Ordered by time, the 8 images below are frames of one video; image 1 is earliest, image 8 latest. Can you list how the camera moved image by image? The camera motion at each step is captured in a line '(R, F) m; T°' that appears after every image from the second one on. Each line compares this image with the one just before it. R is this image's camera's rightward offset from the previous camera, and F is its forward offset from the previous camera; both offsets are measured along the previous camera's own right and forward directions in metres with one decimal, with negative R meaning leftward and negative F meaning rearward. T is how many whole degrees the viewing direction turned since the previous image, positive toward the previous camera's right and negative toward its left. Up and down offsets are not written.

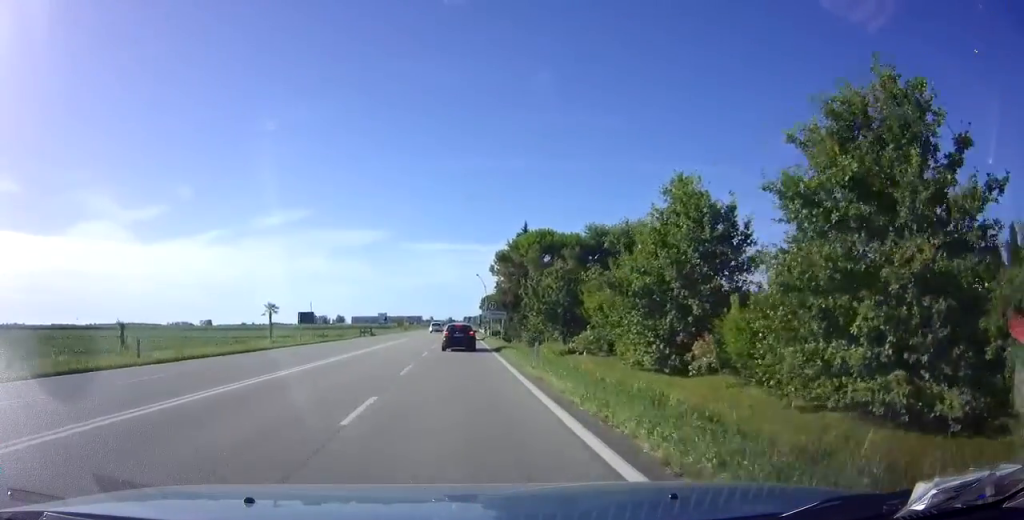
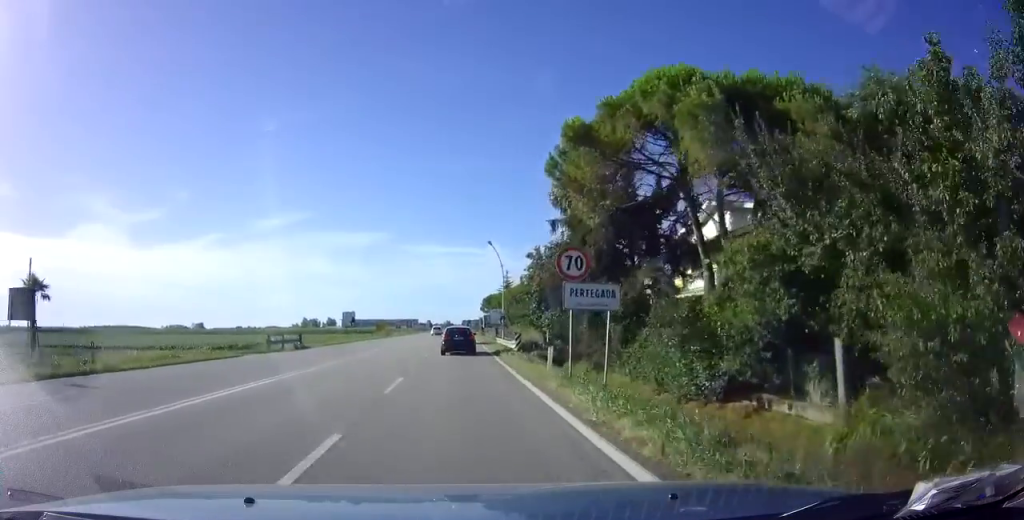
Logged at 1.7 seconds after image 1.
(+0.1, +32.6) m; 0°
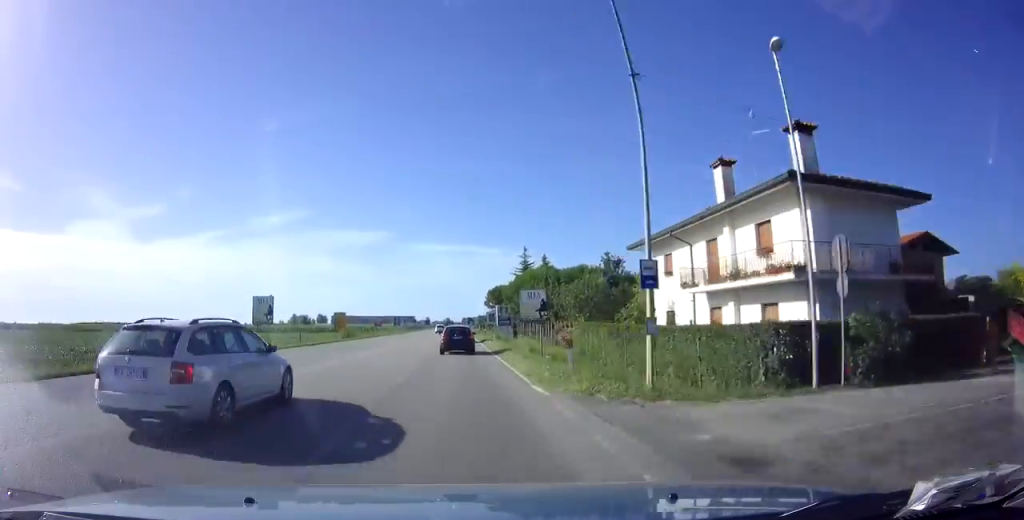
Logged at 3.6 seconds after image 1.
(-0.5, +35.7) m; 0°
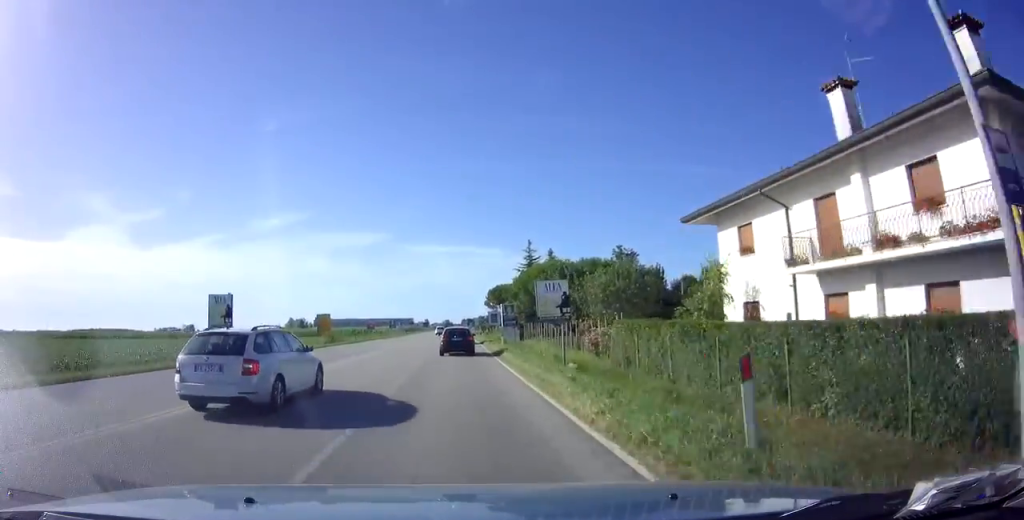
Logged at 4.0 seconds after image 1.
(+0.1, +8.1) m; 0°
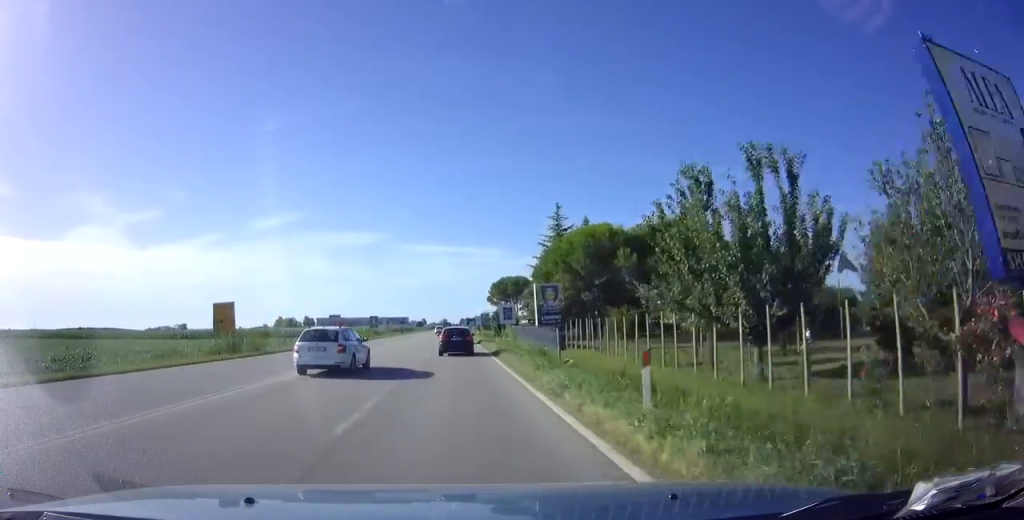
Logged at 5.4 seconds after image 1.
(+0.1, +26.1) m; 0°
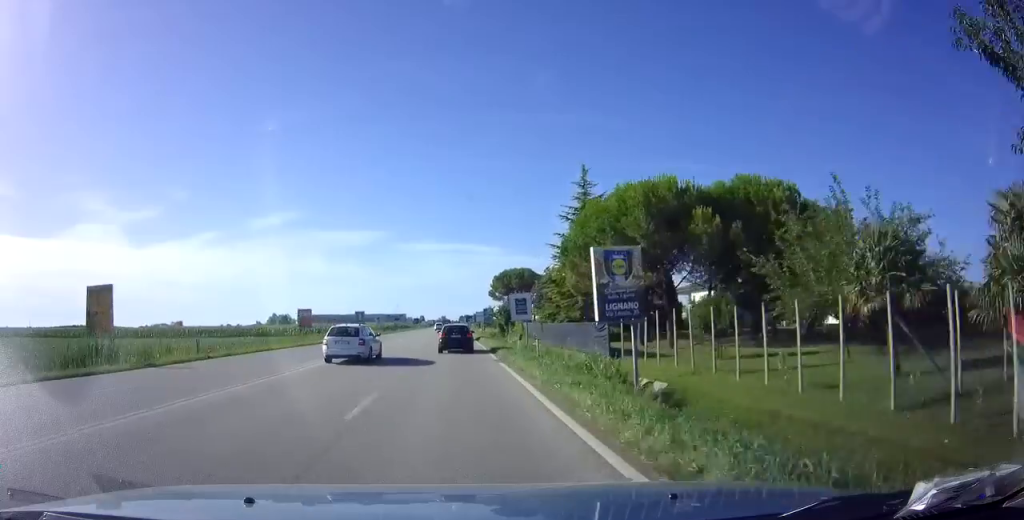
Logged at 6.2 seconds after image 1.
(0.0, +13.6) m; 0°
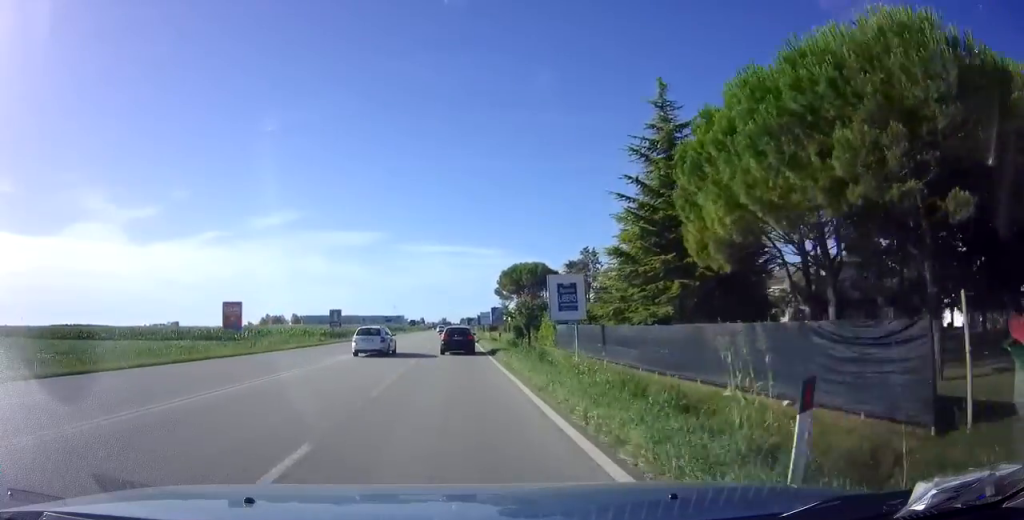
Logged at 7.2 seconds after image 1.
(0.0, +19.7) m; 0°
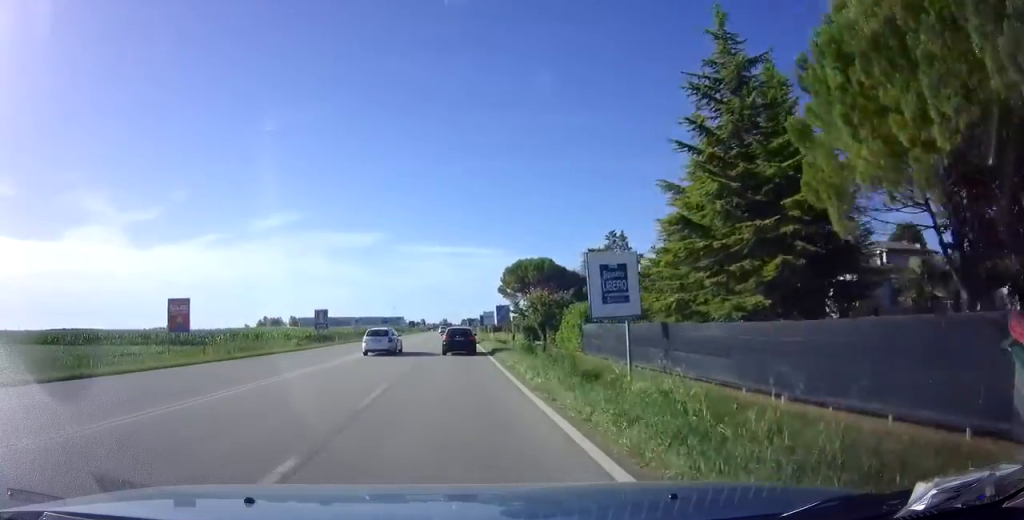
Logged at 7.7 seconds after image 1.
(0.0, +8.0) m; 0°
